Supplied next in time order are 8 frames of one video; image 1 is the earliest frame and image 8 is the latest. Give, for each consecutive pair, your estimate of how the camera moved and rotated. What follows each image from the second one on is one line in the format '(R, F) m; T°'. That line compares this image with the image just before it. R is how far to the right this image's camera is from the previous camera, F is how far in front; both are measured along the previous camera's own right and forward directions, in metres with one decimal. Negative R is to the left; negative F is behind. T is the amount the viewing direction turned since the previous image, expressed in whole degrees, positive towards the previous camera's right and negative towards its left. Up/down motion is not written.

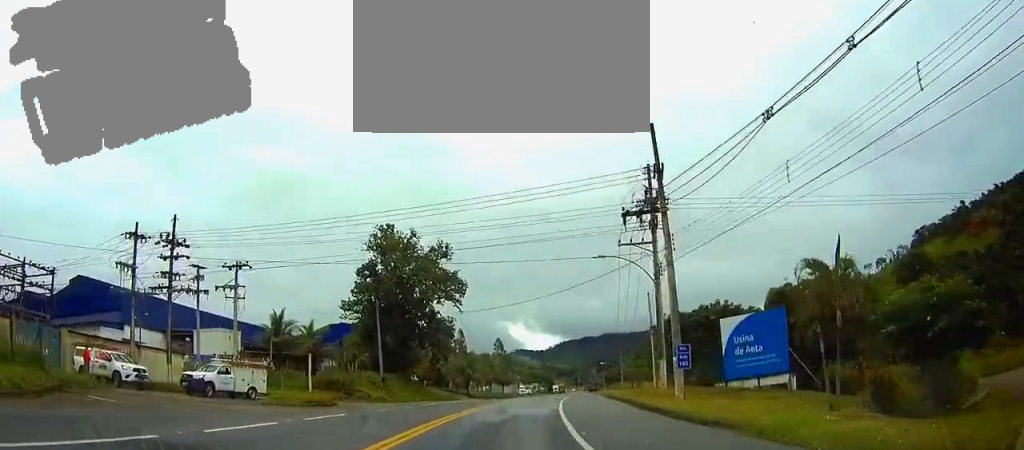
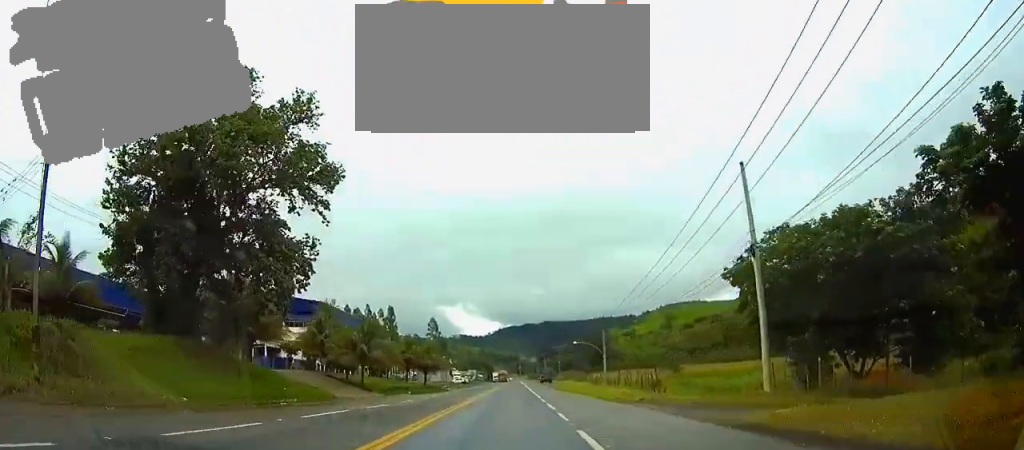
(+1.5, +38.7) m; +3°
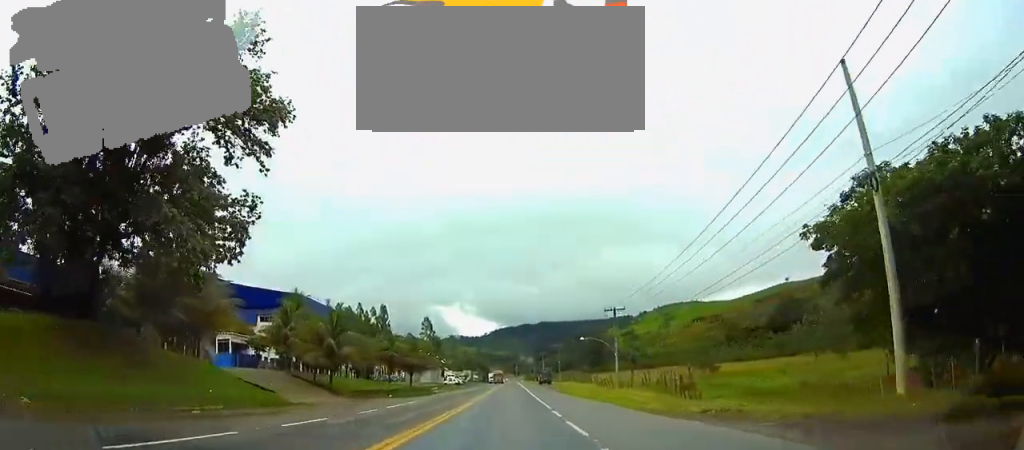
(0.0, +10.1) m; 0°
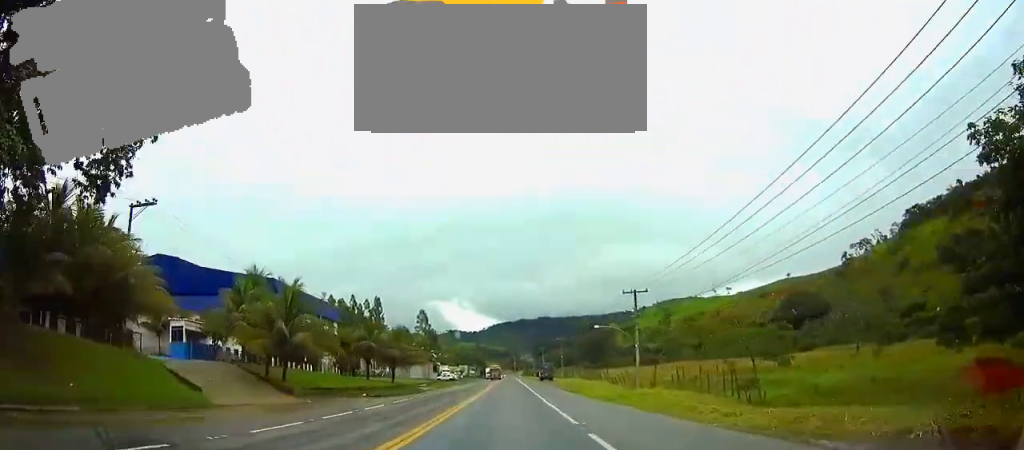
(0.0, +10.8) m; 0°
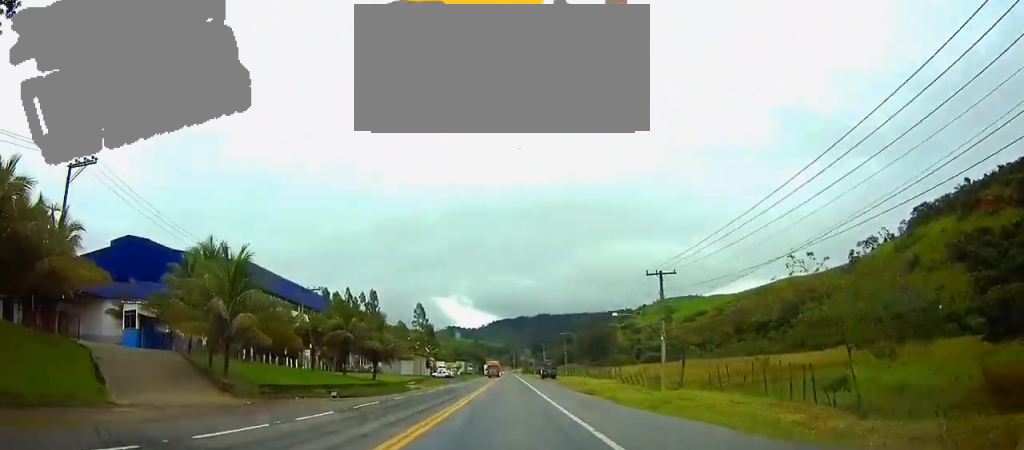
(0.0, +8.9) m; 0°
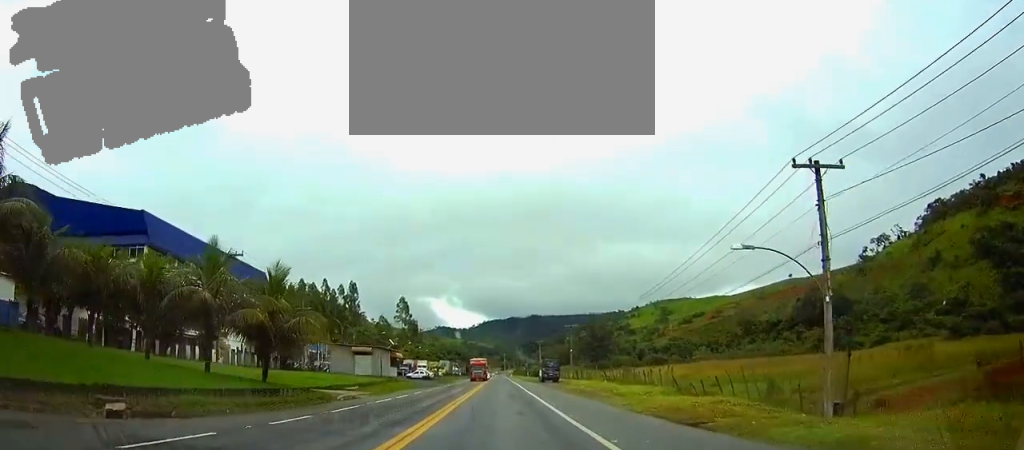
(+0.3, +24.3) m; +1°
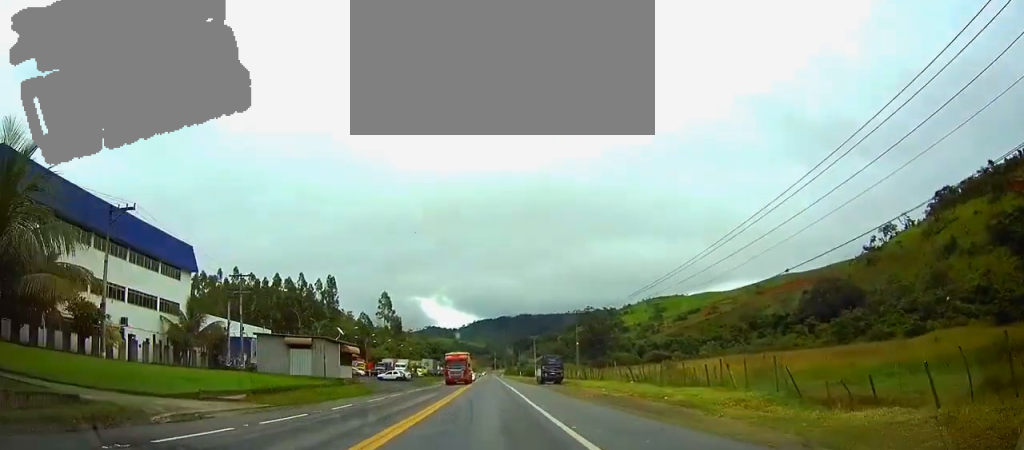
(+0.1, +19.1) m; 0°
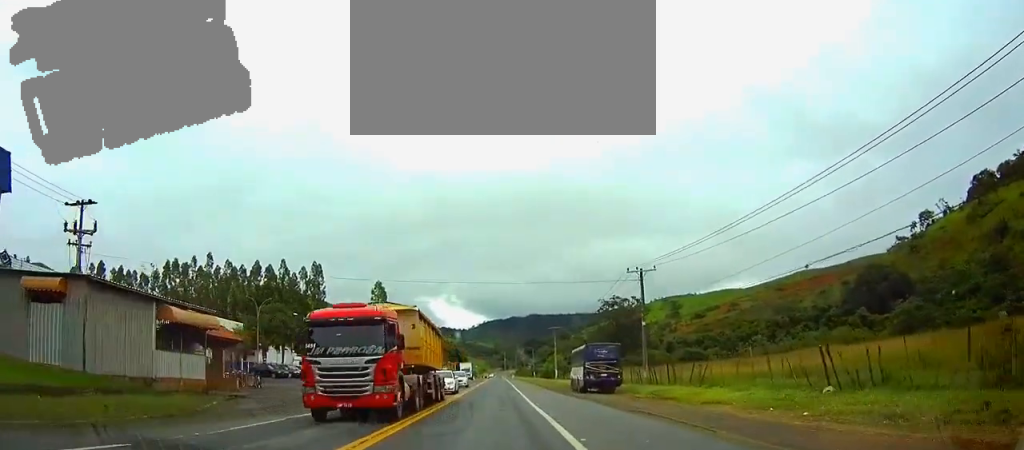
(-0.2, +32.2) m; -1°
